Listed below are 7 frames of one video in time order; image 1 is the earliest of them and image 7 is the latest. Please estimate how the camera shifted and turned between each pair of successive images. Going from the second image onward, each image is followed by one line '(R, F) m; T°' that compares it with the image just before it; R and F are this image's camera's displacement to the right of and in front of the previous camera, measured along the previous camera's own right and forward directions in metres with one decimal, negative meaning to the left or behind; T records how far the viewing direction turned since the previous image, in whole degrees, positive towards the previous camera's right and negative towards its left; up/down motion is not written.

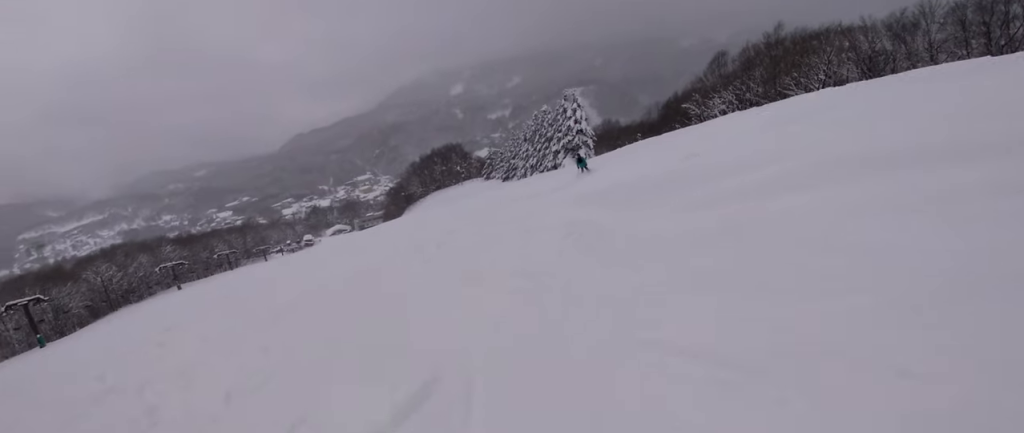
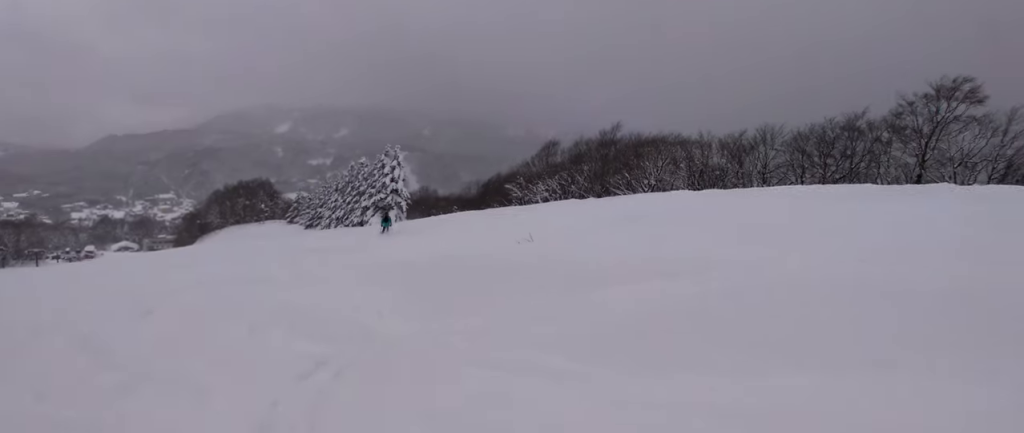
(+1.4, +5.2) m; +16°
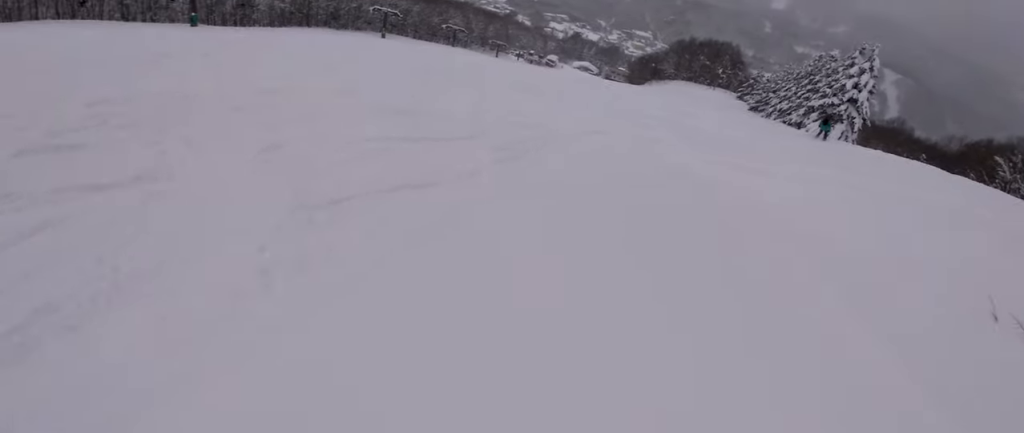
(+0.2, +10.9) m; -30°
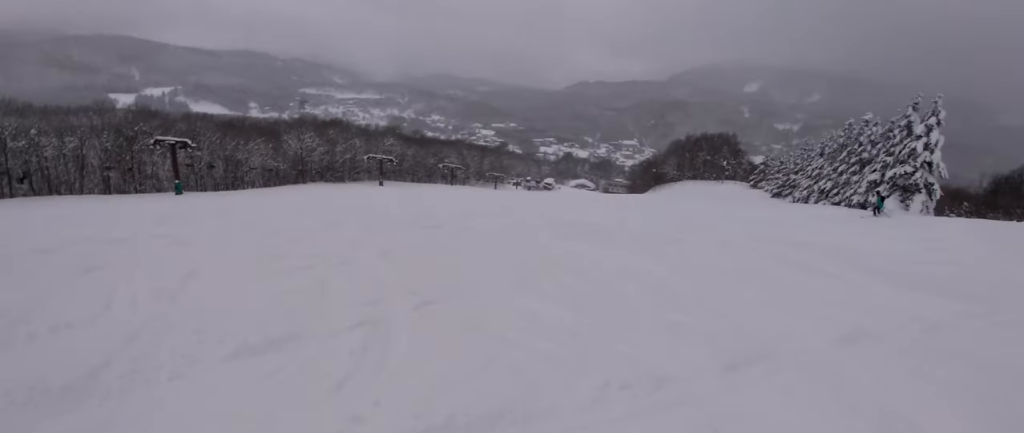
(-5.4, +7.8) m; -17°
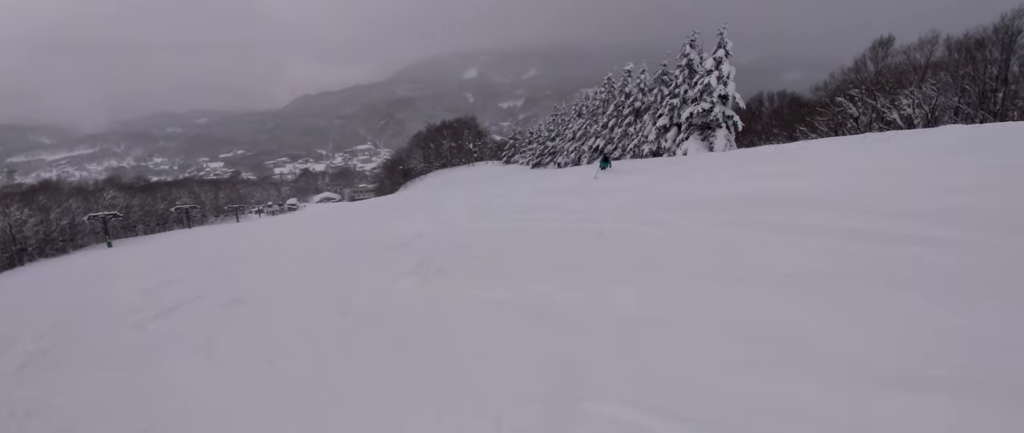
(+2.5, +6.2) m; +38°
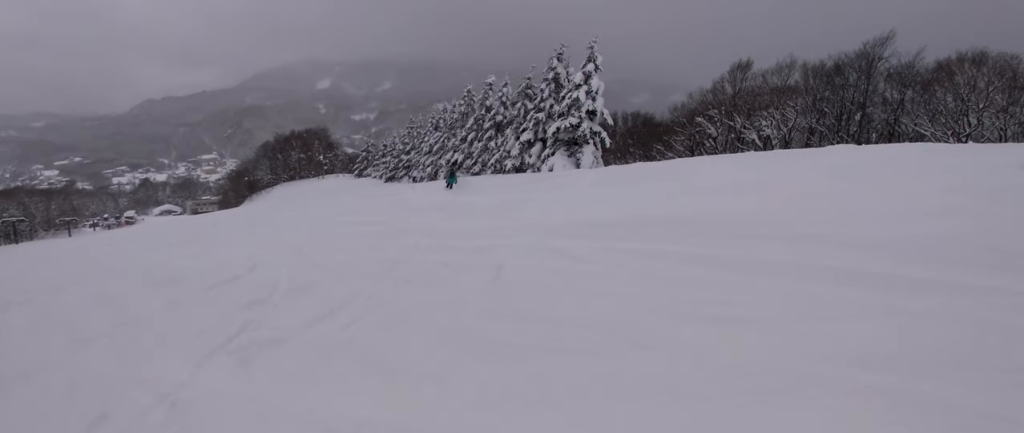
(+0.4, +2.2) m; +7°
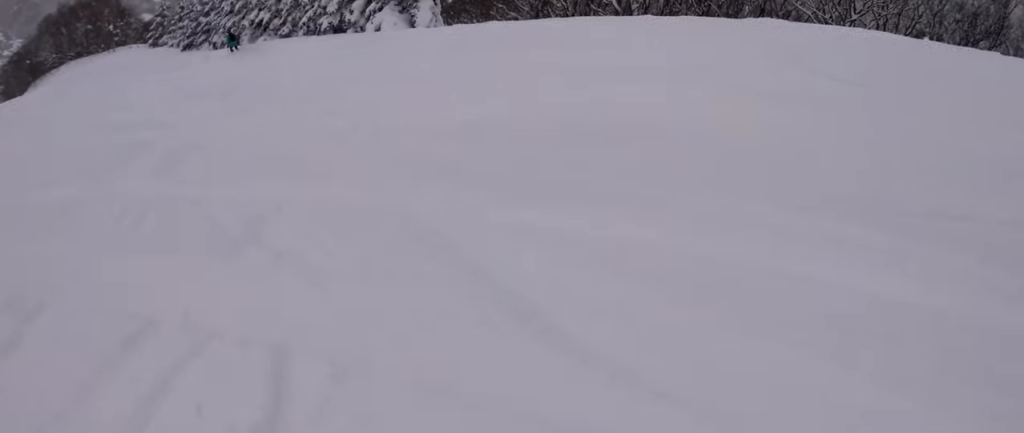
(+0.3, +4.5) m; +8°
